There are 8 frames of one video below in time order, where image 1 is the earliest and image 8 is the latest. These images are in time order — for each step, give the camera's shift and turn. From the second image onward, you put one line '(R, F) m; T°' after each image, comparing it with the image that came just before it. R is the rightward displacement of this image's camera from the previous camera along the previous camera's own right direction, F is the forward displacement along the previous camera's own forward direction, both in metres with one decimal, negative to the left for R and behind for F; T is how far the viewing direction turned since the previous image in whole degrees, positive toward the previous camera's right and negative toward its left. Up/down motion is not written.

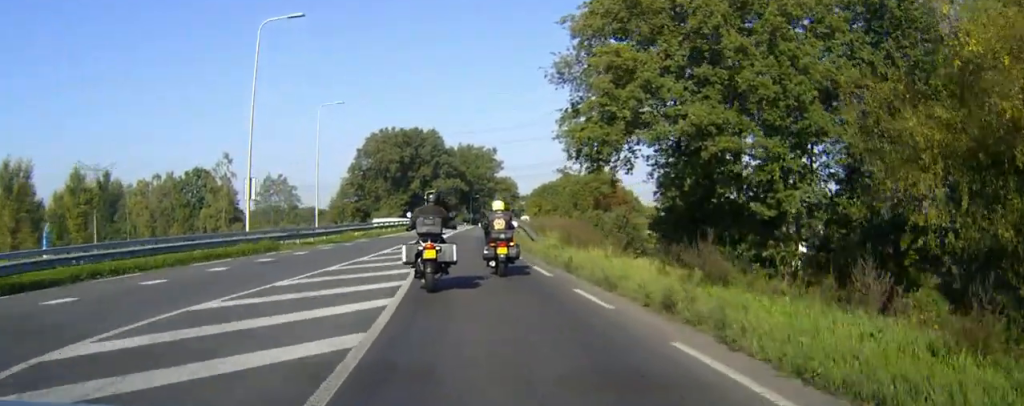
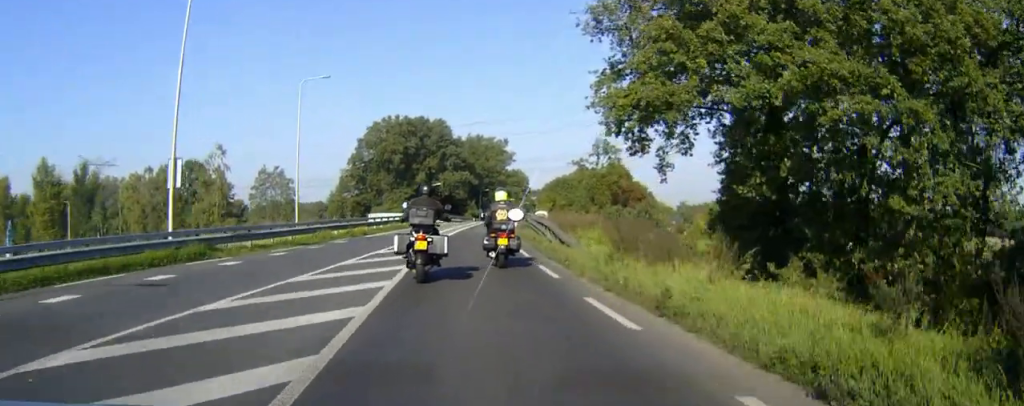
(-0.1, +9.1) m; 0°
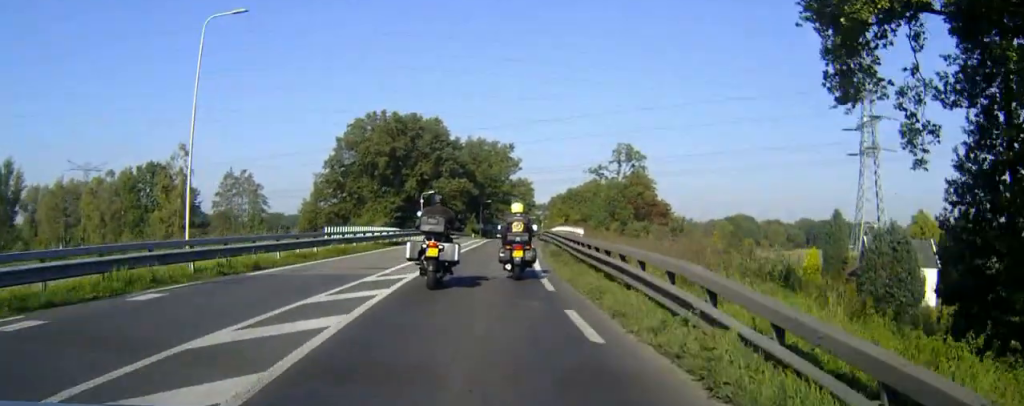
(0.0, +18.6) m; +1°
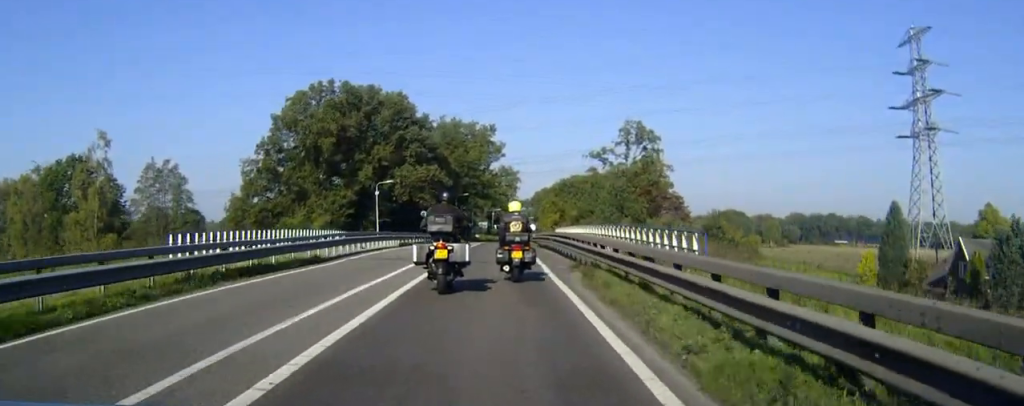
(+0.1, +21.3) m; 0°
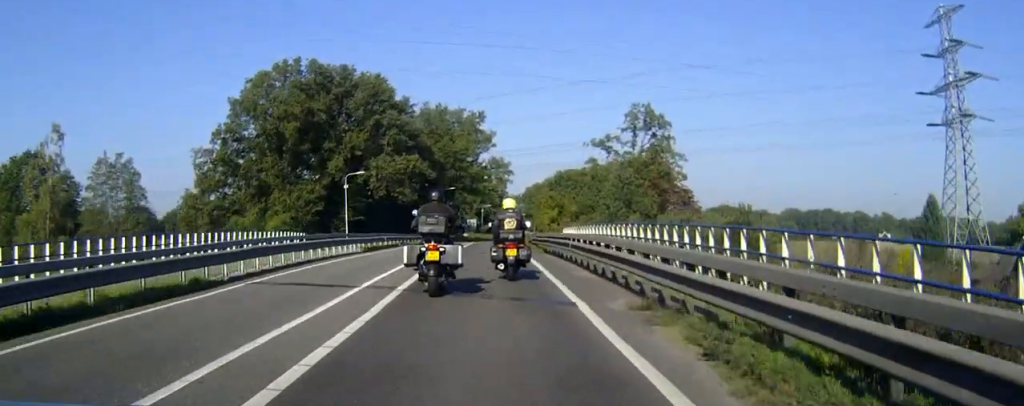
(0.0, +10.2) m; +1°
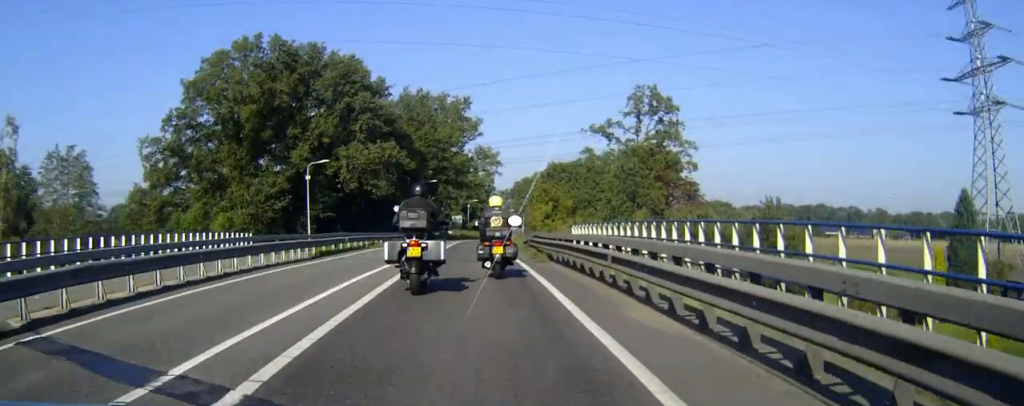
(0.0, +7.7) m; +1°
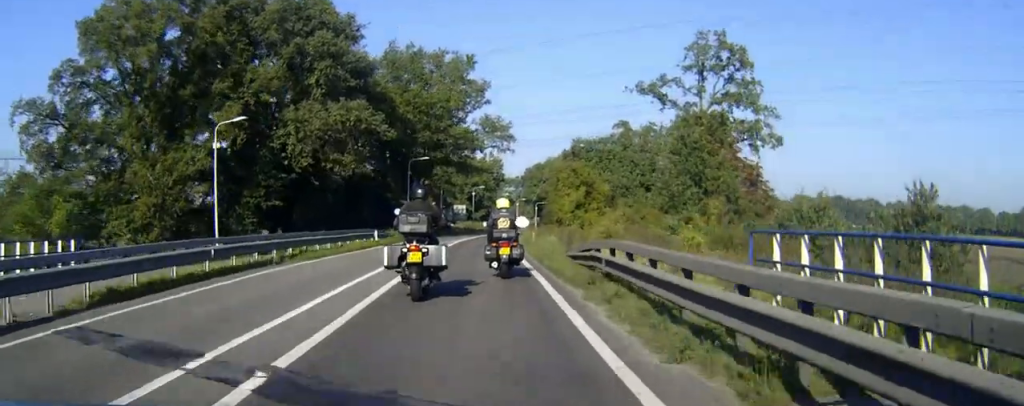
(+0.3, +18.3) m; +1°
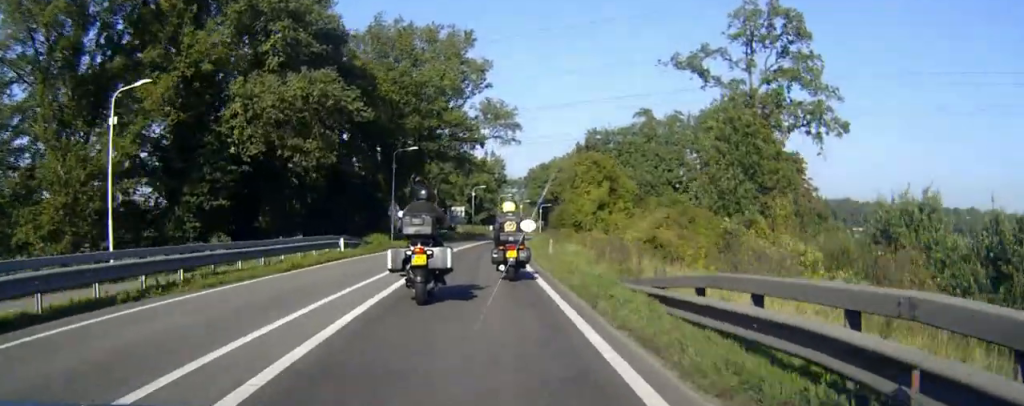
(0.0, +9.7) m; 0°
